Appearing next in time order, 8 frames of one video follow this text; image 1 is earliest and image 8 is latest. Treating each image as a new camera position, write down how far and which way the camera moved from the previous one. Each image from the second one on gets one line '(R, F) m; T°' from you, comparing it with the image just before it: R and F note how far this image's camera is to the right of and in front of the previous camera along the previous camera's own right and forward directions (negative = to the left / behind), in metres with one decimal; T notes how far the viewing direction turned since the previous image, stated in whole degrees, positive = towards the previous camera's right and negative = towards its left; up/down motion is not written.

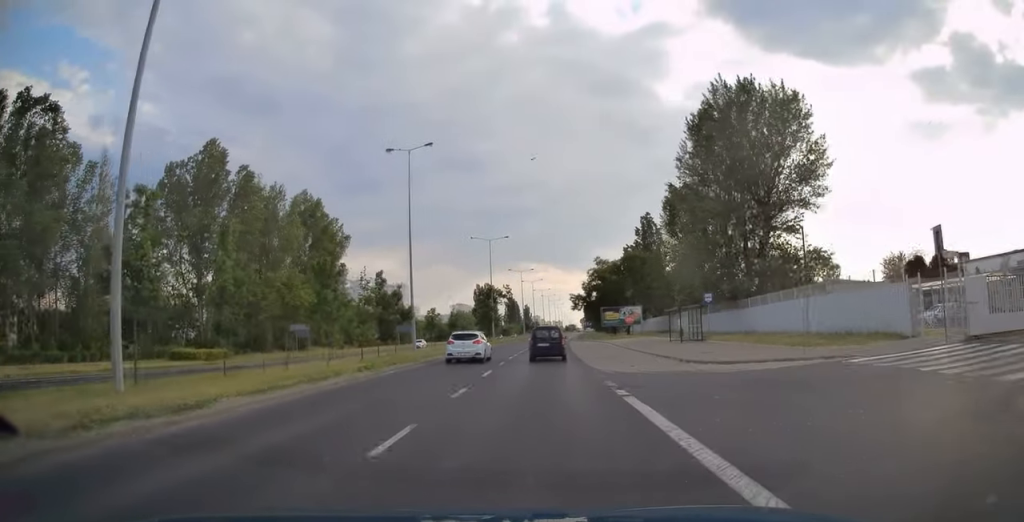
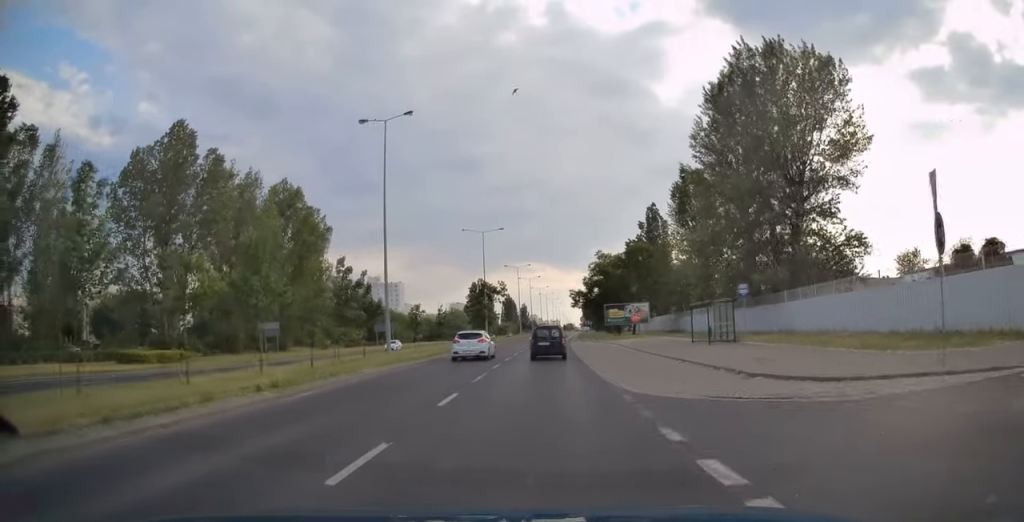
(-0.1, +7.0) m; 0°
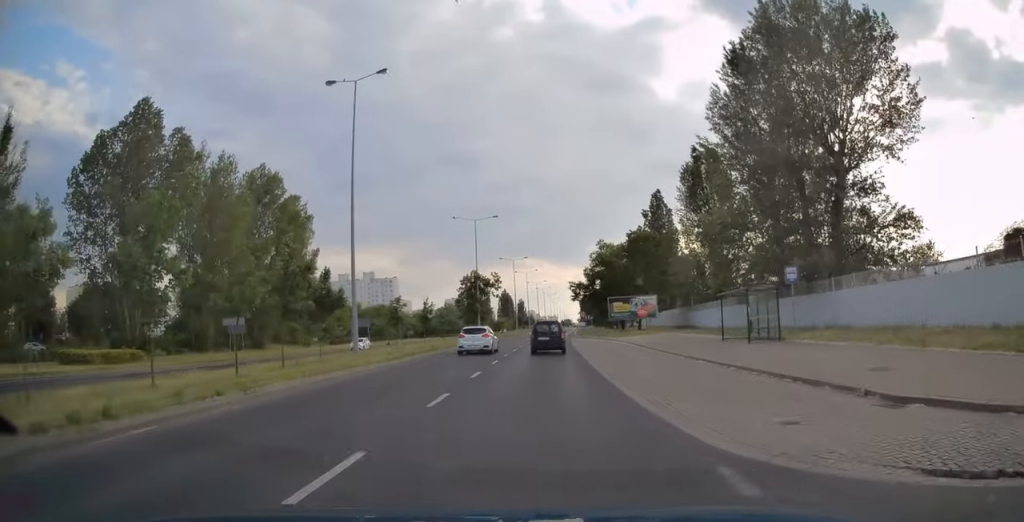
(0.0, +6.7) m; 0°
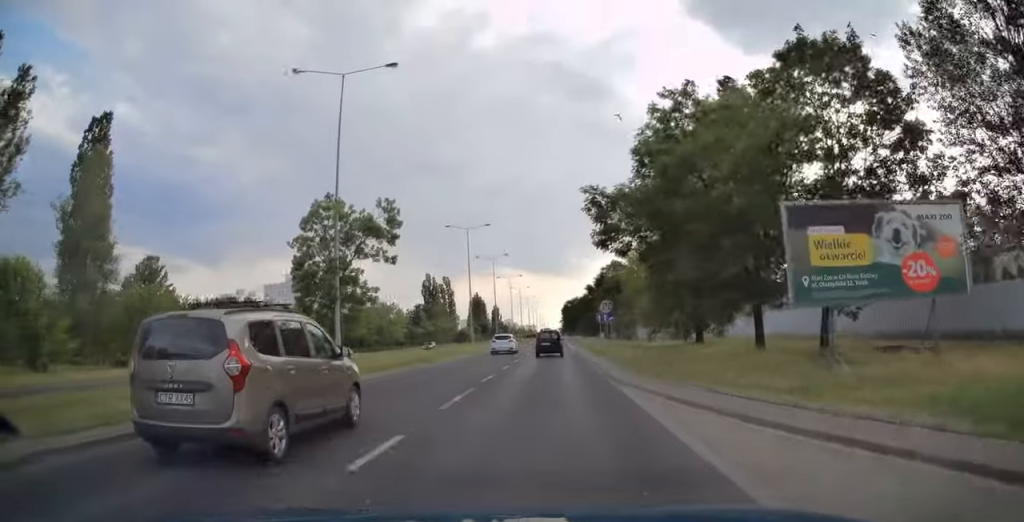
(+1.1, +51.5) m; +3°
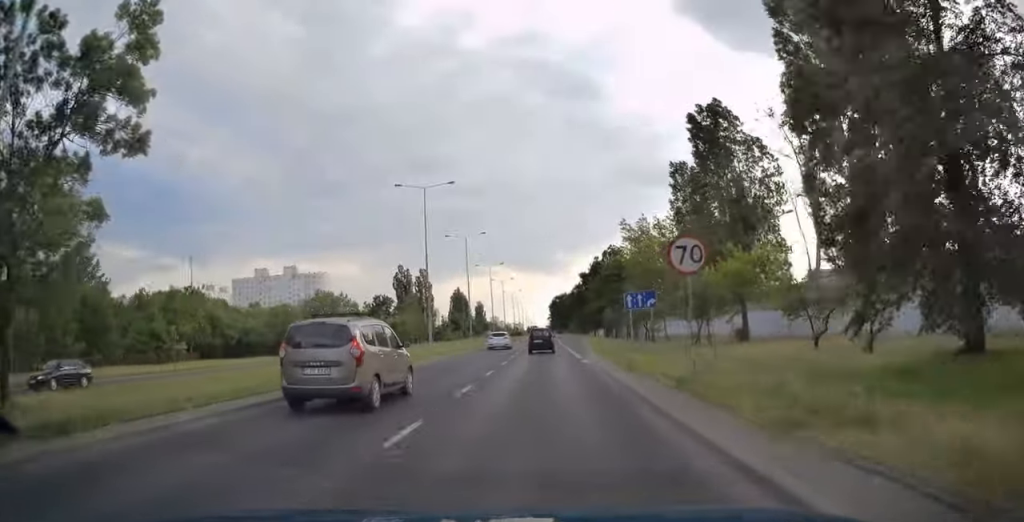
(0.0, +21.8) m; 0°
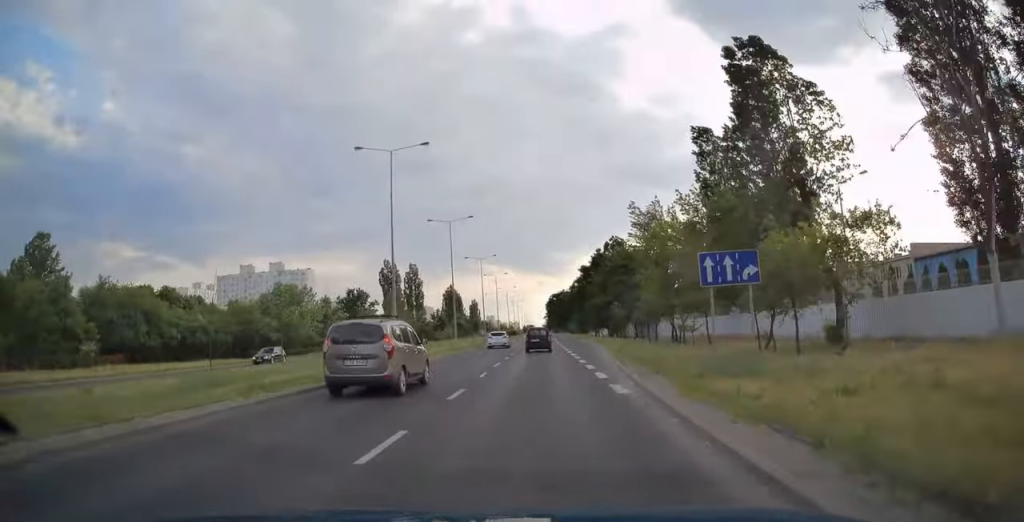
(0.0, +12.2) m; +1°
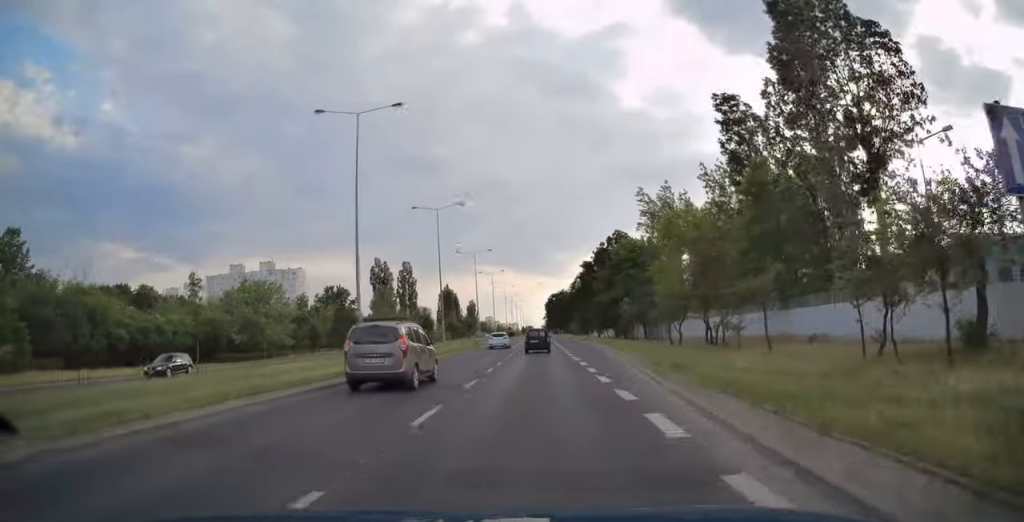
(0.0, +8.7) m; +1°
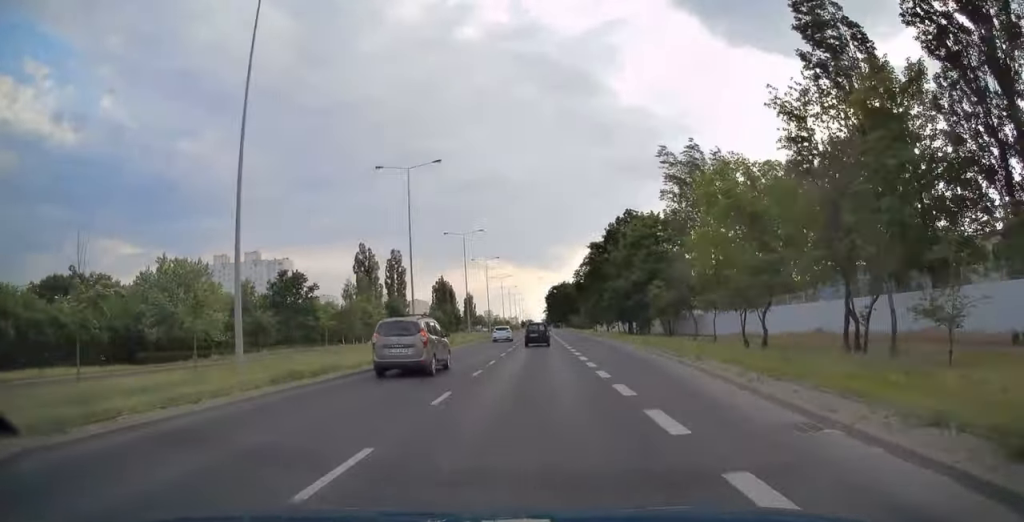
(+0.3, +15.9) m; 0°
